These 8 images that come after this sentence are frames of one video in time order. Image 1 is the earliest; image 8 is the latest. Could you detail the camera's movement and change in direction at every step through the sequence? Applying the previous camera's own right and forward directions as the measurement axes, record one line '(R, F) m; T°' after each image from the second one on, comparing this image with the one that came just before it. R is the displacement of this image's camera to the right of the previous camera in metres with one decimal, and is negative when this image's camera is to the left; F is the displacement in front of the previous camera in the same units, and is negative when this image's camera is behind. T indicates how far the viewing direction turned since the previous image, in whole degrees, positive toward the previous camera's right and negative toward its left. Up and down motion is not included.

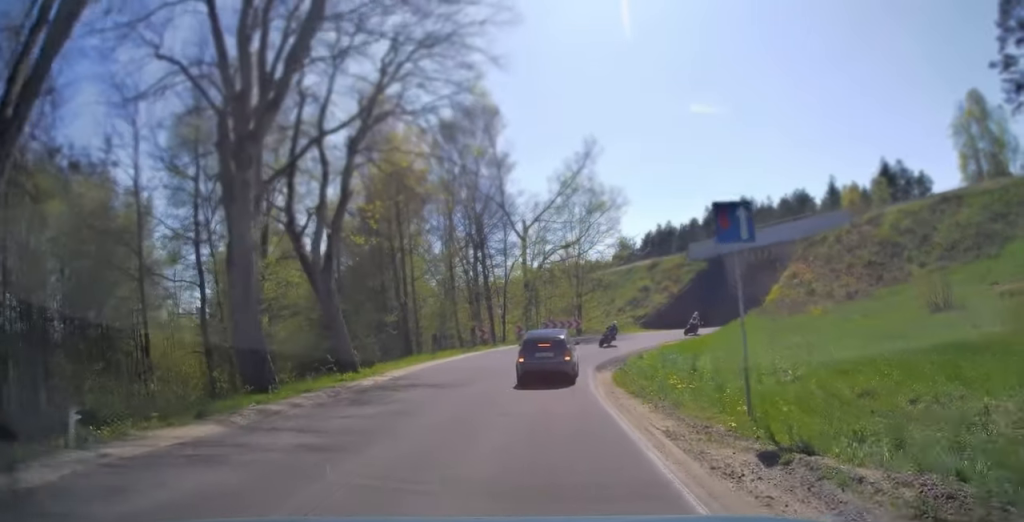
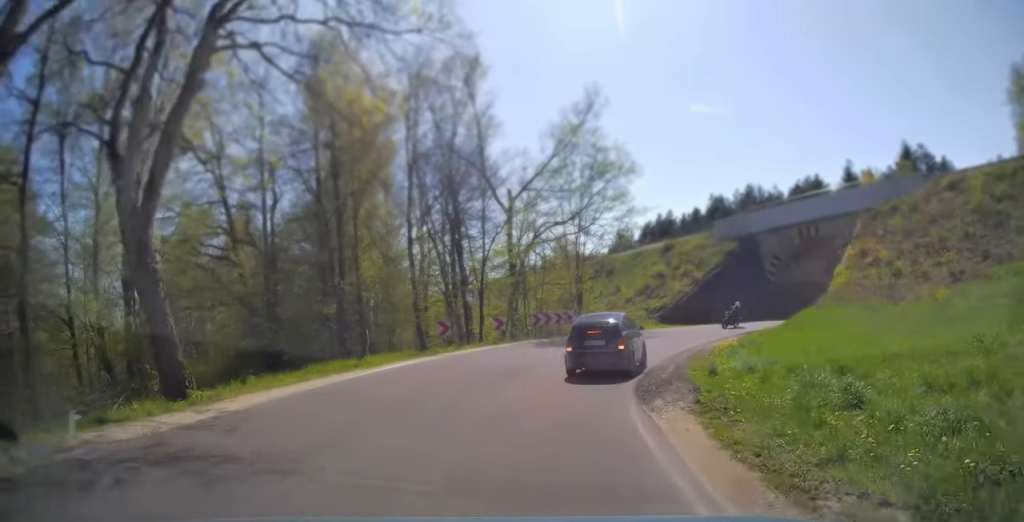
(0.0, +11.2) m; +4°
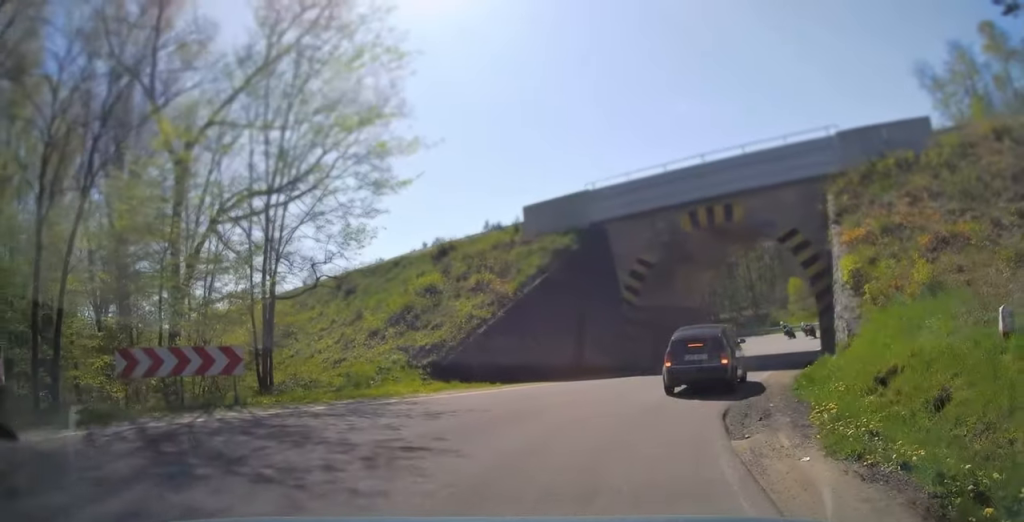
(+3.7, +20.6) m; +25°
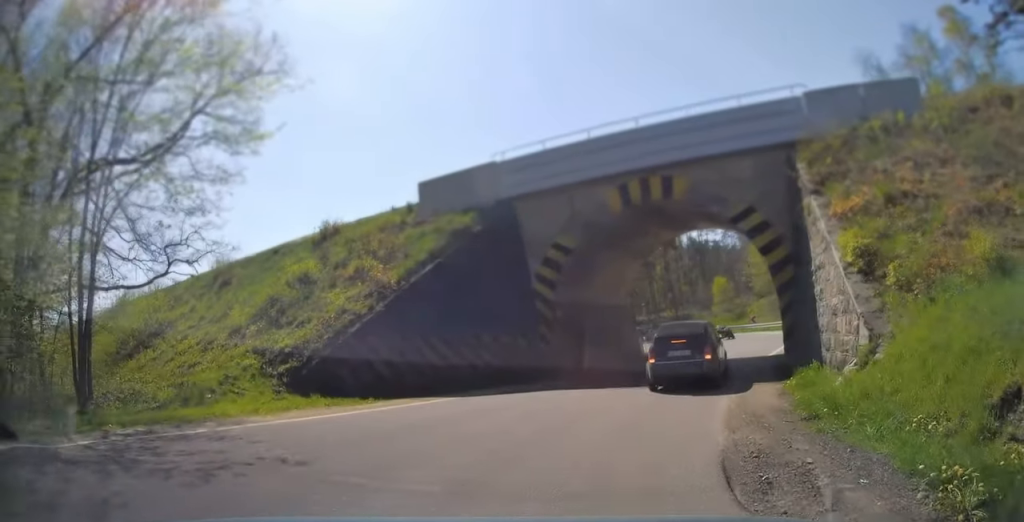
(+0.5, +5.0) m; +8°
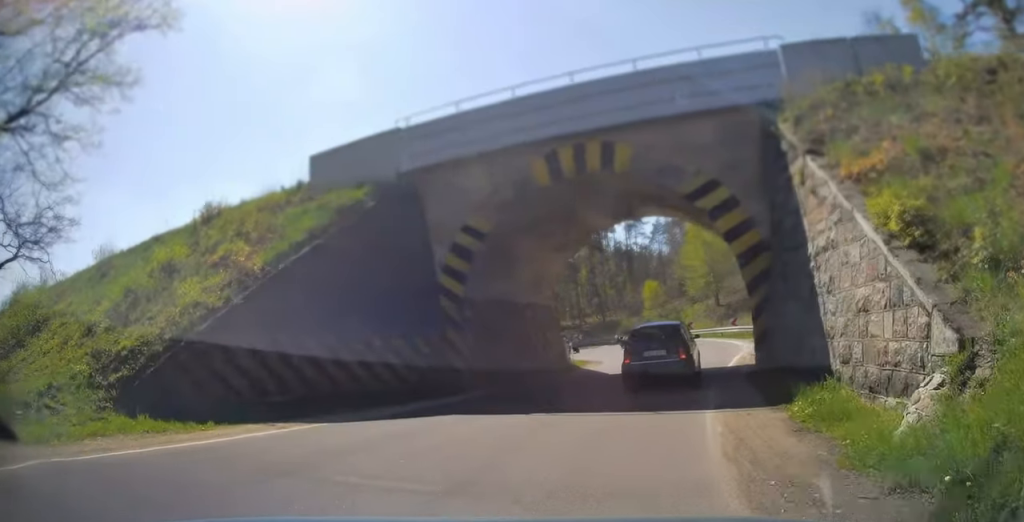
(+0.2, +4.3) m; +6°
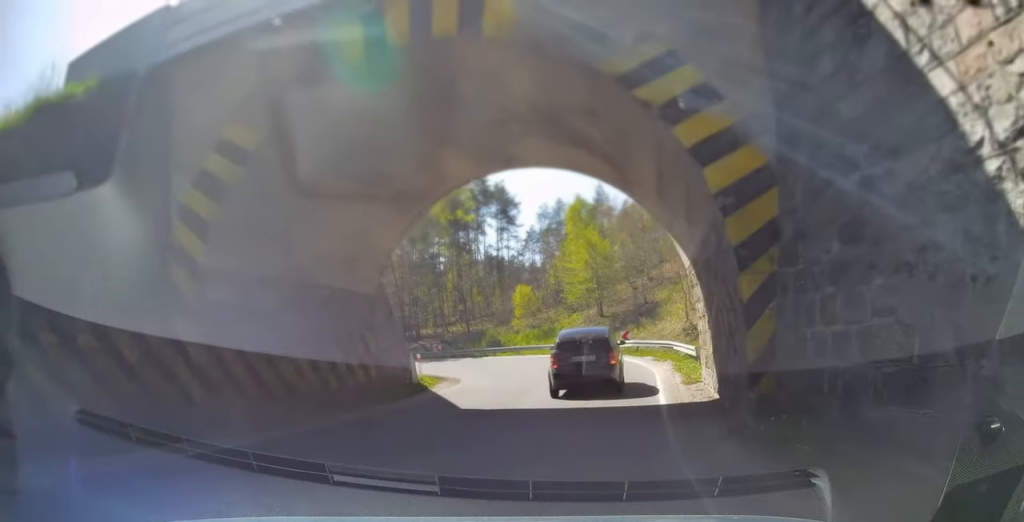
(+0.6, +7.8) m; +9°
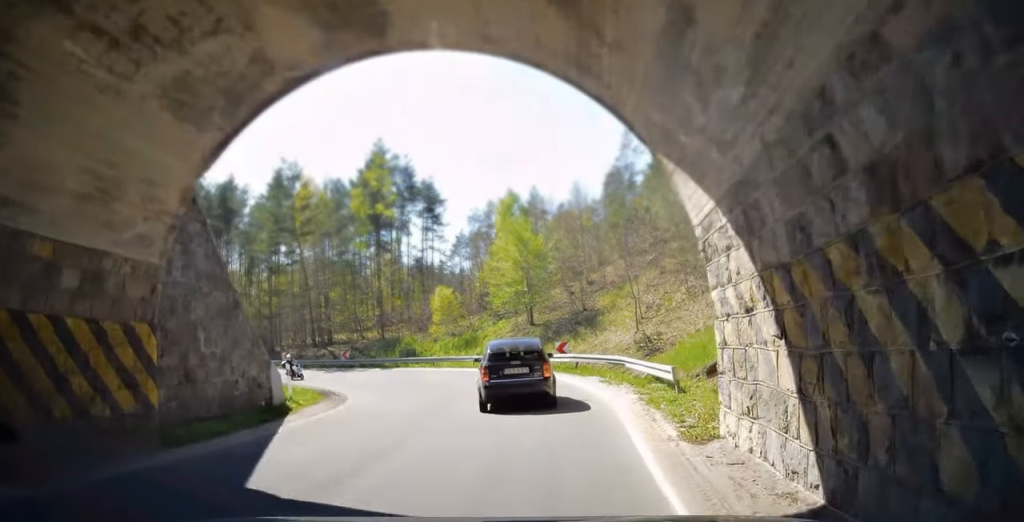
(+0.6, +6.5) m; +6°
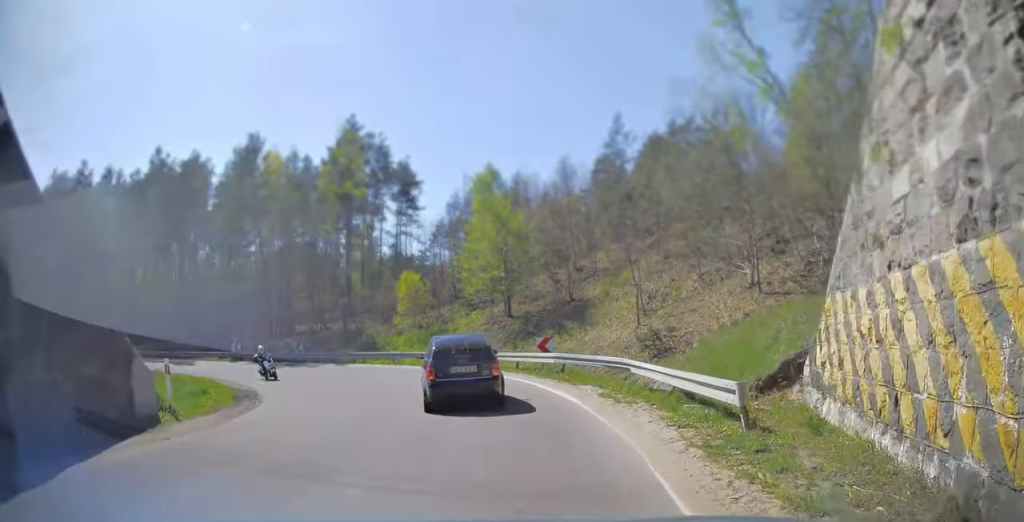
(+0.2, +5.6) m; 0°
